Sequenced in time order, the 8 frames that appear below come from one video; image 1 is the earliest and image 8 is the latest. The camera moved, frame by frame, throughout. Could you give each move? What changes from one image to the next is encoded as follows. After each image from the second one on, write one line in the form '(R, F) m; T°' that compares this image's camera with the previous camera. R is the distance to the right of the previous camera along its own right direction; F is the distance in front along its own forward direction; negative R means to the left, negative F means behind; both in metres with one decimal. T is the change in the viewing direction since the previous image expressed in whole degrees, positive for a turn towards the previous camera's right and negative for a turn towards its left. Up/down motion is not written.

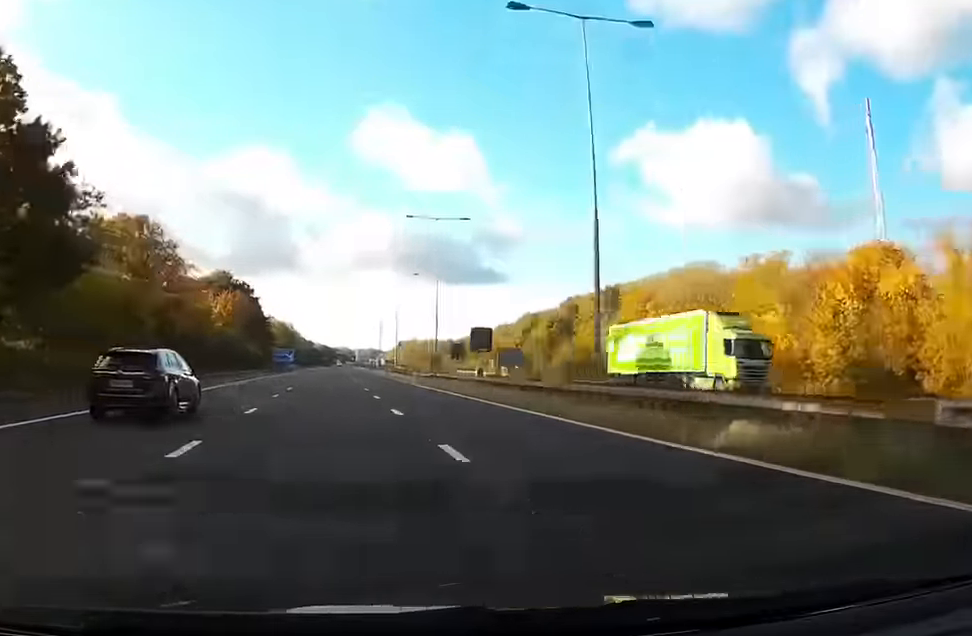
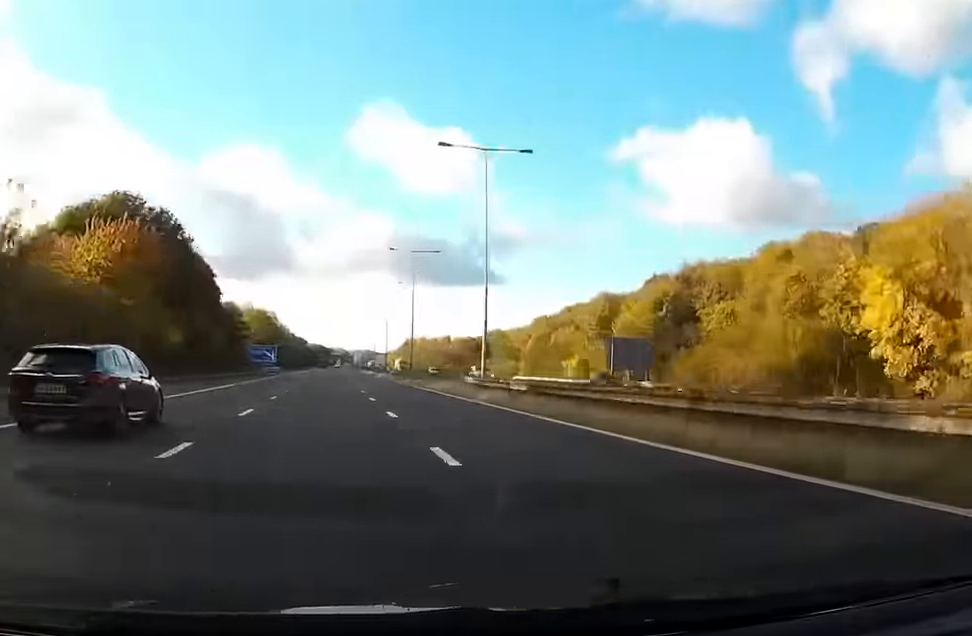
(-0.4, +53.7) m; 0°
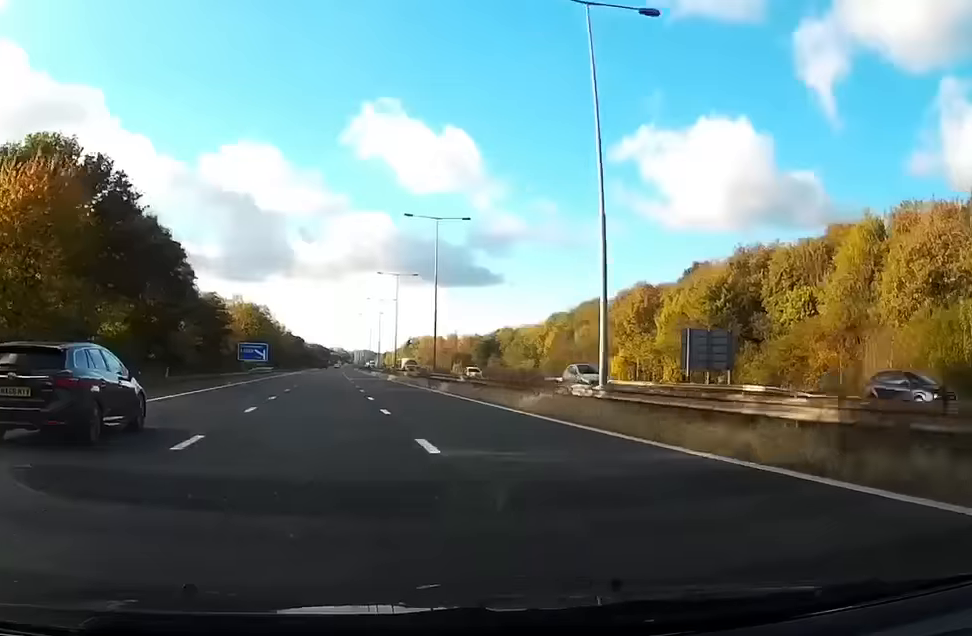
(-0.1, +16.6) m; 0°
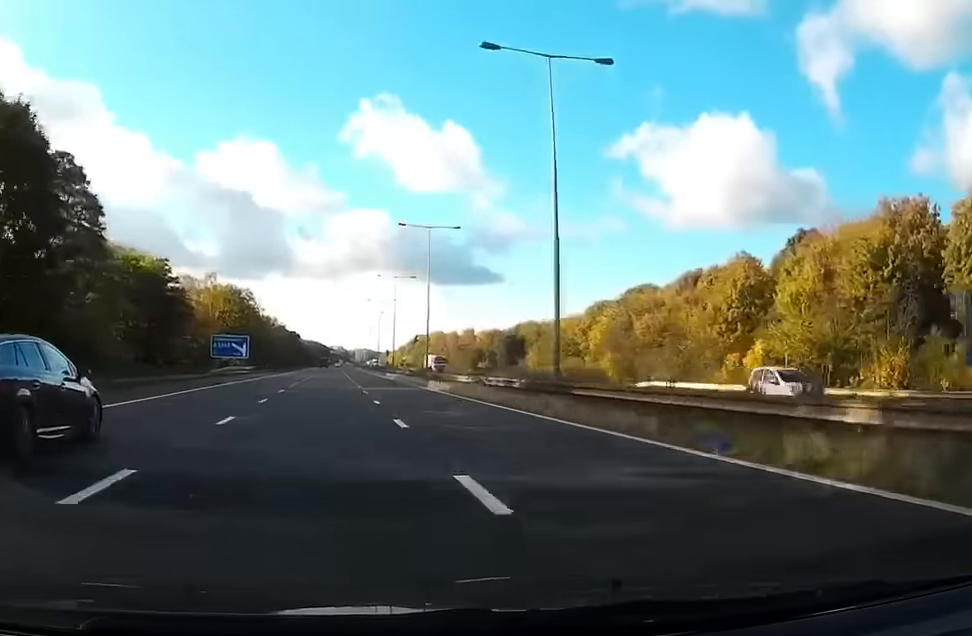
(+0.2, +30.0) m; 0°
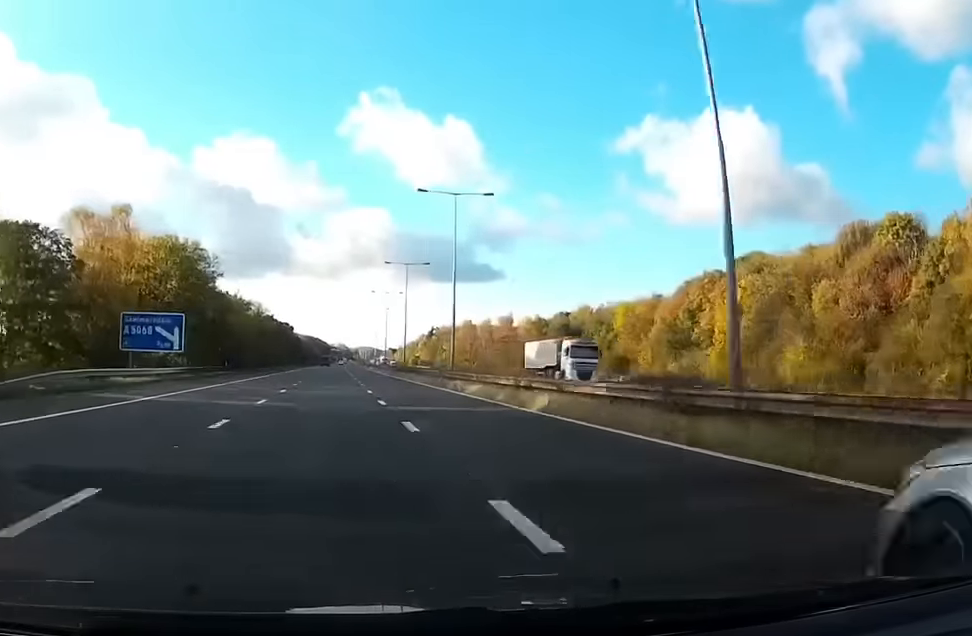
(-0.2, +45.7) m; +1°
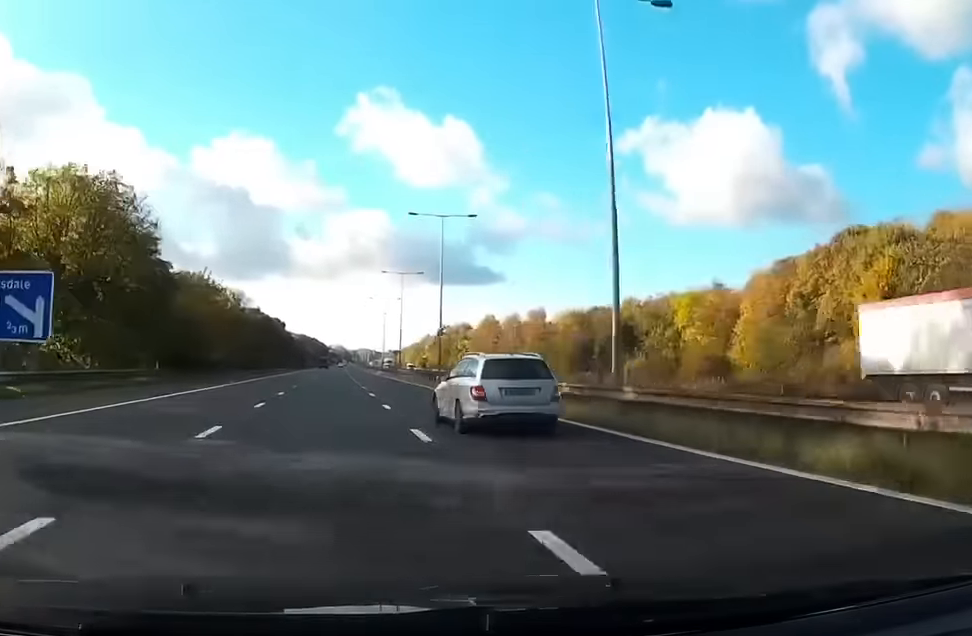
(+0.7, +28.0) m; 0°
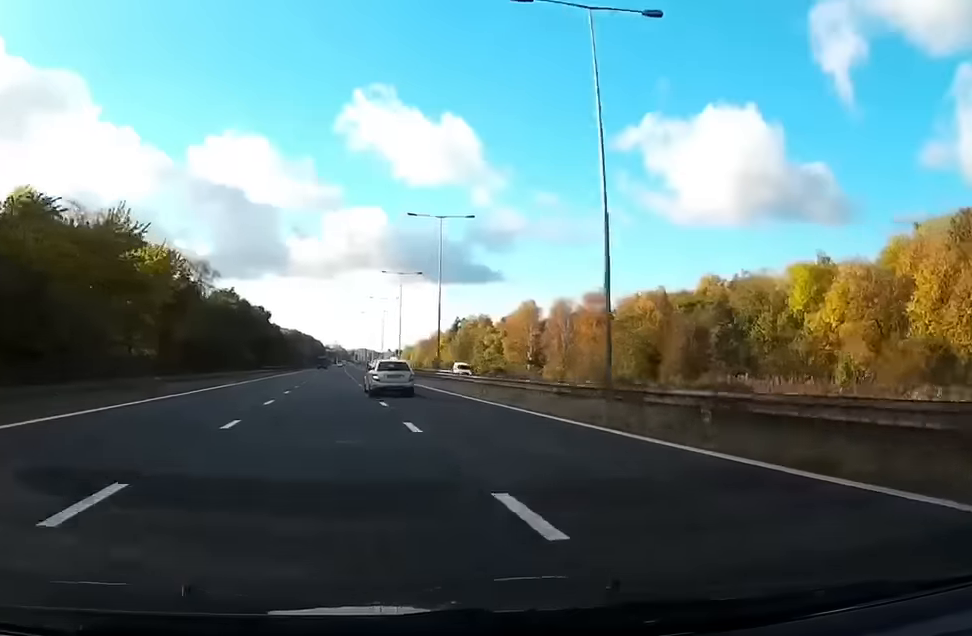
(-0.6, +33.5) m; 0°
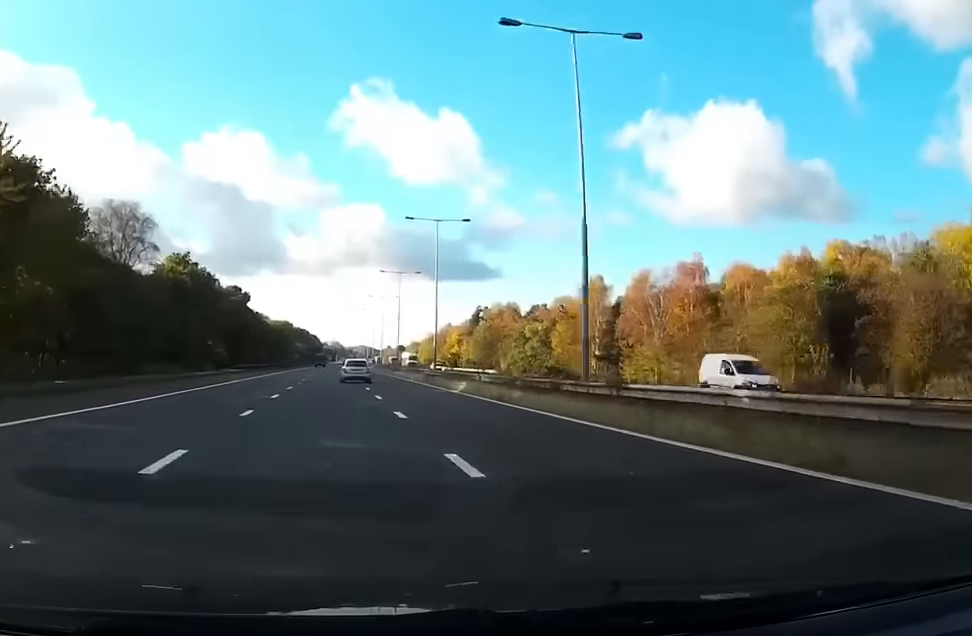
(+0.3, +32.4) m; +1°
